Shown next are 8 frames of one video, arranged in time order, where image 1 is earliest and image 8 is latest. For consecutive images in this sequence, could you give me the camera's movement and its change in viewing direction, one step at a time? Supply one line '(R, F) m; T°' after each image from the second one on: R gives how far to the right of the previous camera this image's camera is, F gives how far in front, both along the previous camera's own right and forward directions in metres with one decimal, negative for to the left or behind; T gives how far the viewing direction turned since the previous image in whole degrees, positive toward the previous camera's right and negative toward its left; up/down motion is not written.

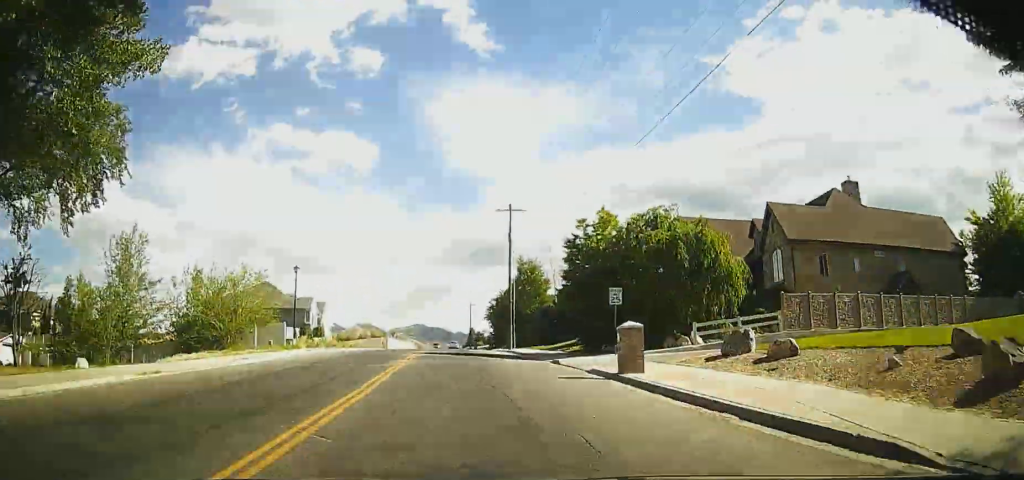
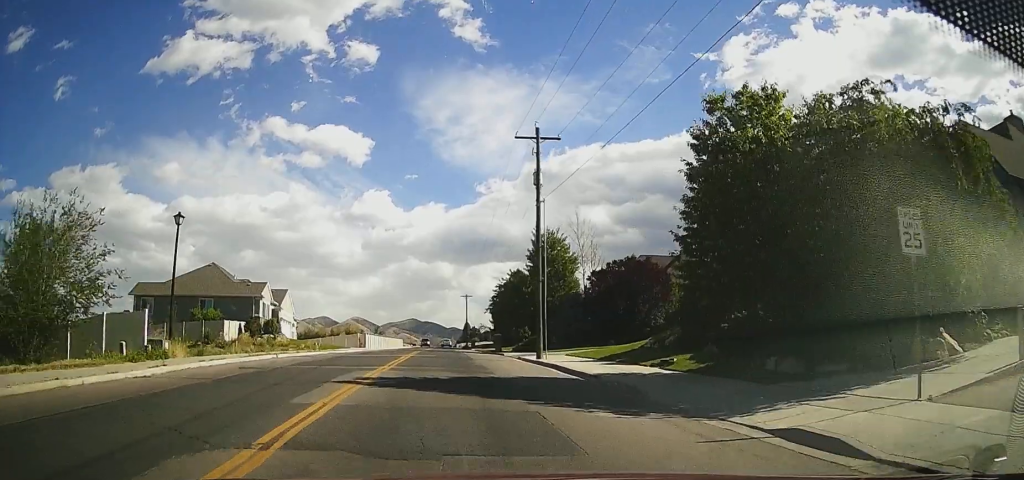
(0.0, +19.1) m; 0°
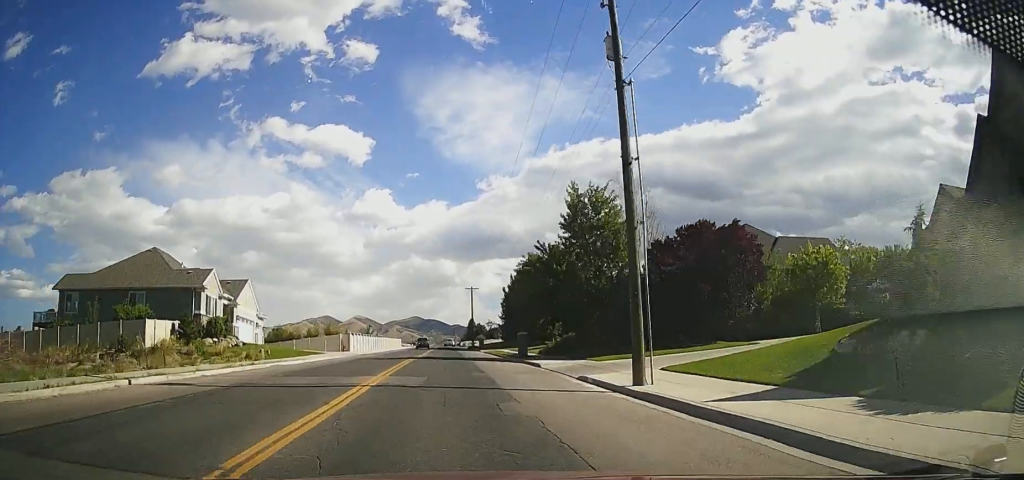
(0.0, +15.9) m; 0°
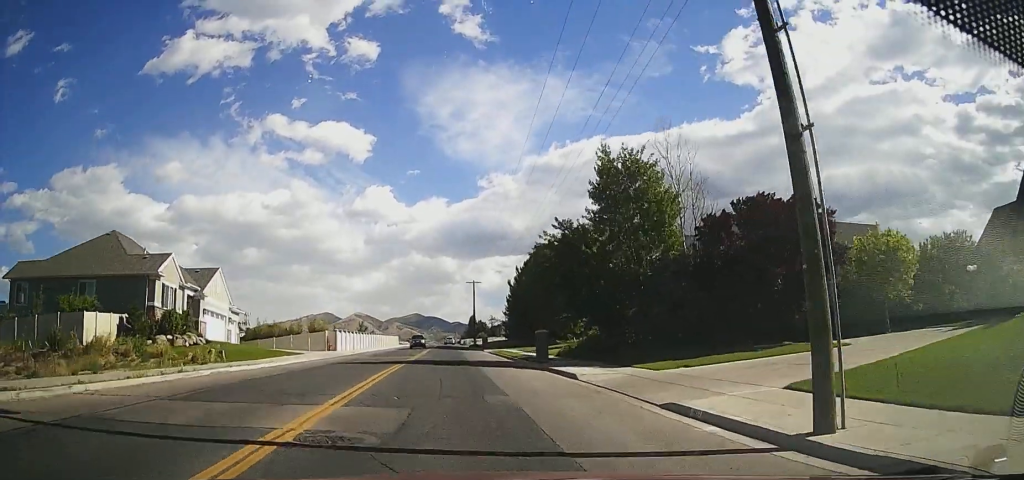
(0.0, +7.9) m; 0°
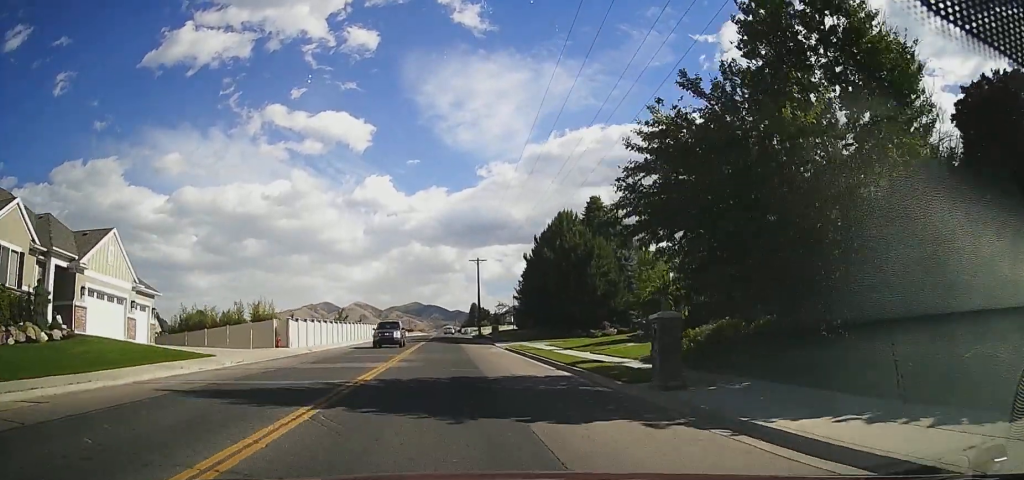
(0.0, +17.3) m; 0°
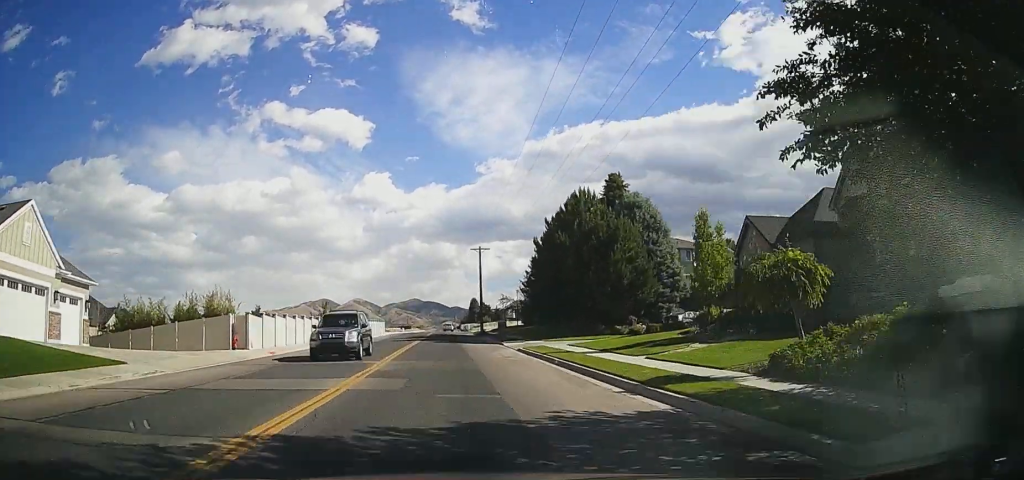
(0.0, +8.3) m; 0°
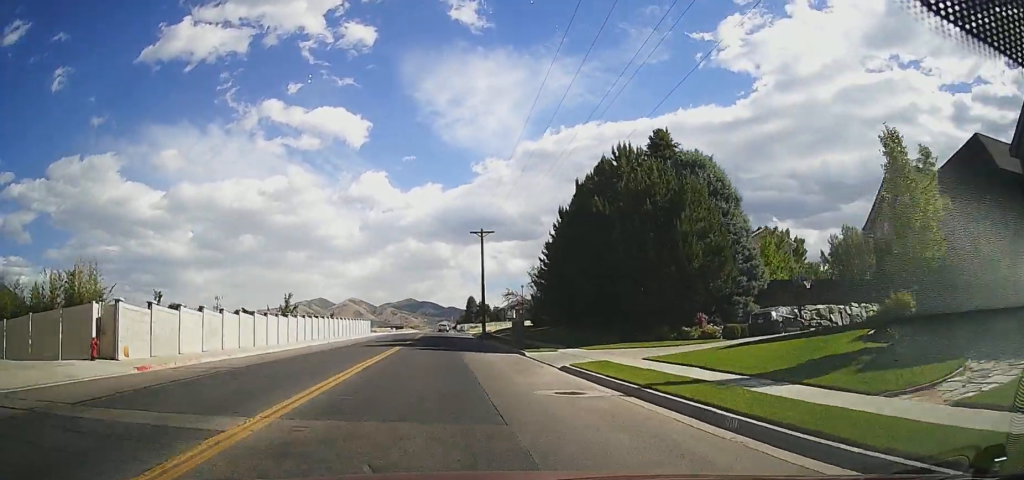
(0.0, +14.2) m; 0°
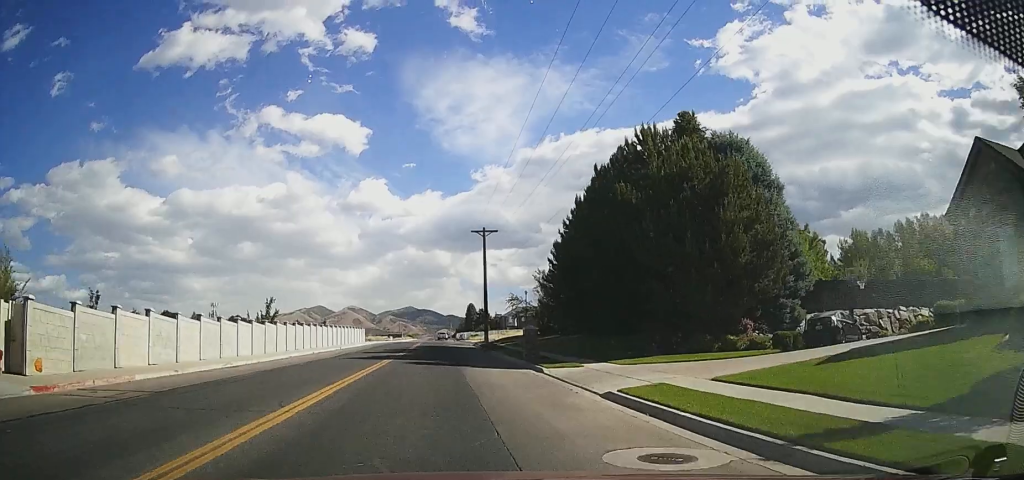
(0.0, +5.5) m; 0°
